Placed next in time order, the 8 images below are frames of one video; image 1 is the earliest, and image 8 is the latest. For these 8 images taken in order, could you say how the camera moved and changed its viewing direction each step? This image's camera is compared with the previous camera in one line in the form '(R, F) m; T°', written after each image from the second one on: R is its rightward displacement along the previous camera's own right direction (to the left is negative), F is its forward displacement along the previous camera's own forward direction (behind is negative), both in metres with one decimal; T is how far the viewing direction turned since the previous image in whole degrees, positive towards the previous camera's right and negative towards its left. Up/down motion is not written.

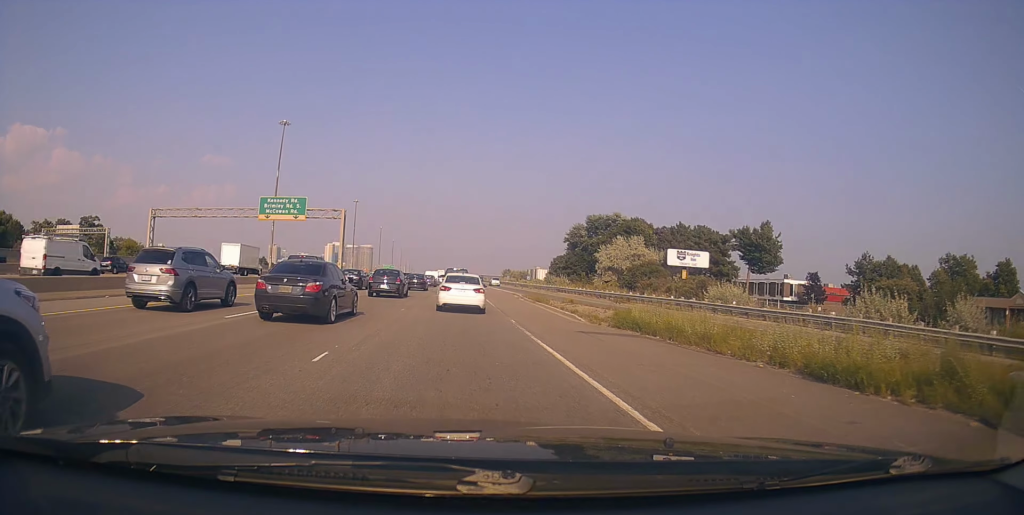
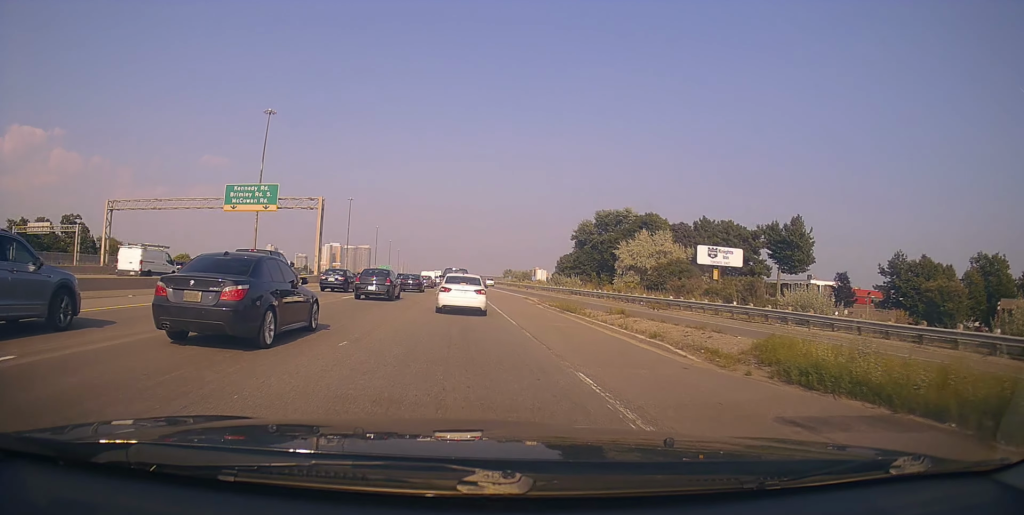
(-0.2, +10.8) m; -3°
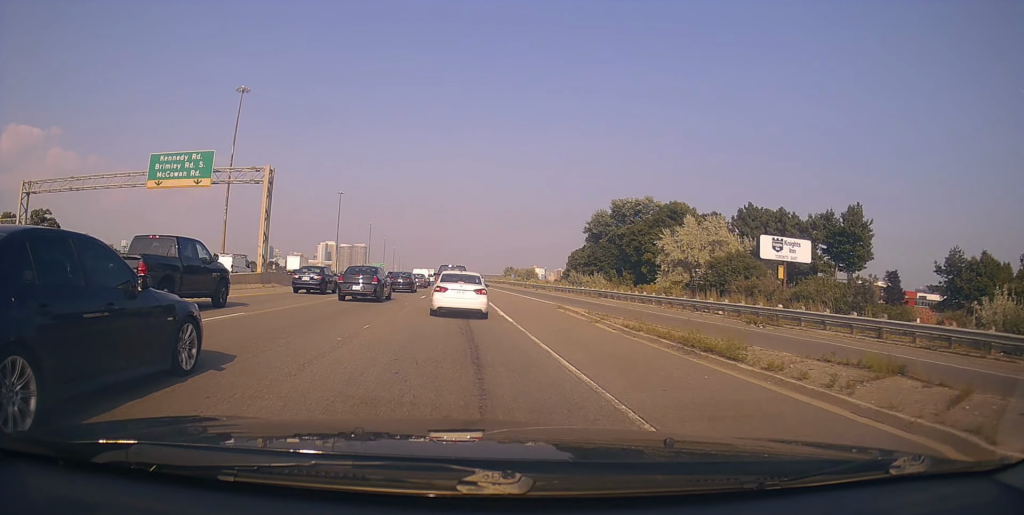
(+0.2, +16.3) m; +3°
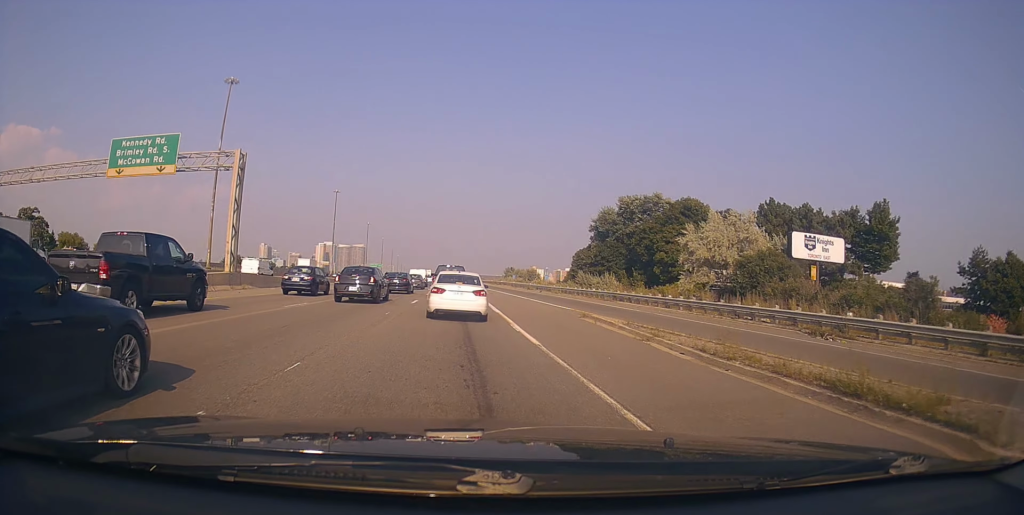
(-0.1, +6.3) m; +2°
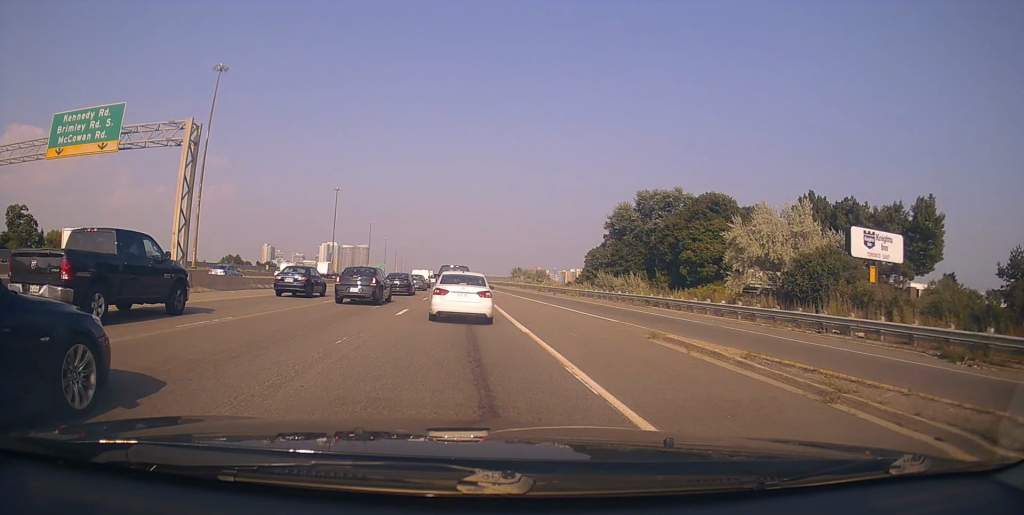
(+0.4, +8.4) m; -1°
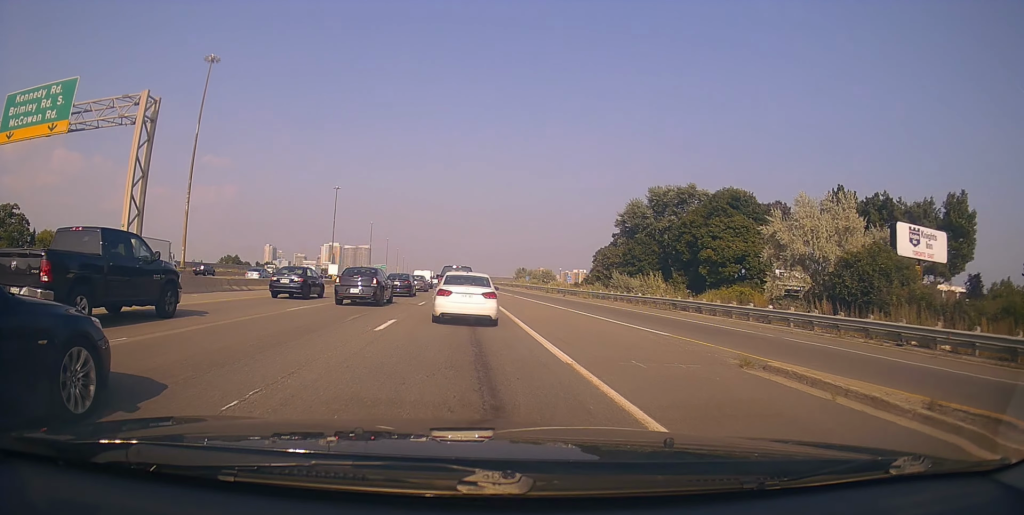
(-0.3, +5.2) m; -3°
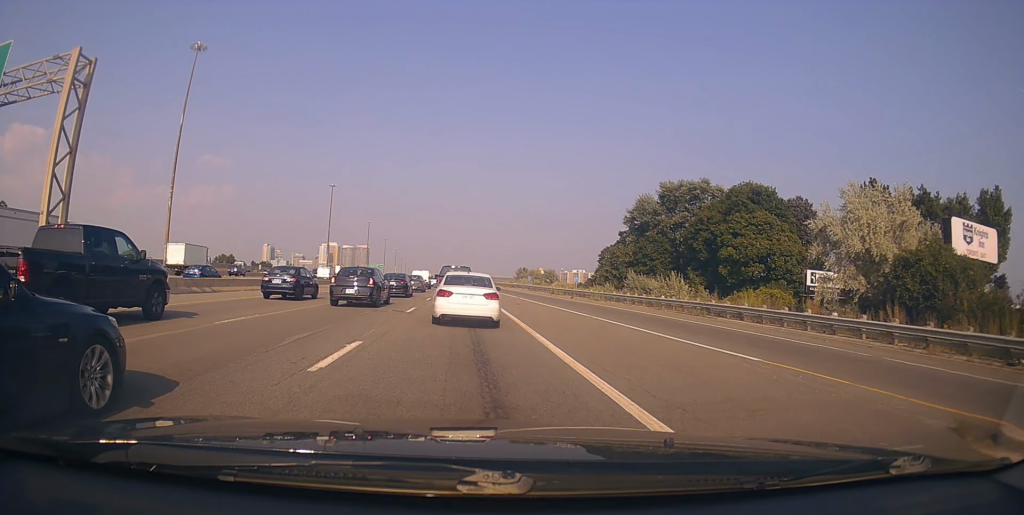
(-0.2, +5.7) m; -1°
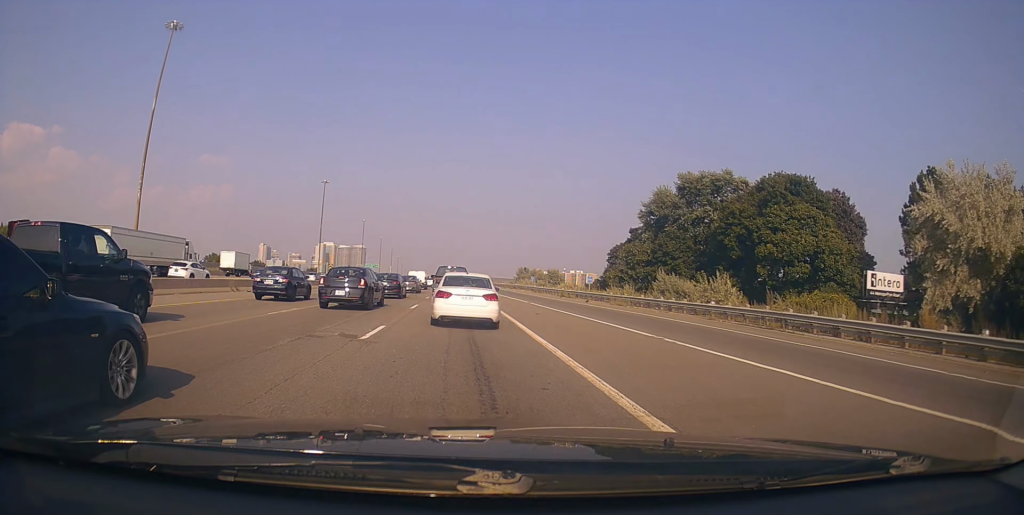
(+0.4, +8.8) m; +1°
